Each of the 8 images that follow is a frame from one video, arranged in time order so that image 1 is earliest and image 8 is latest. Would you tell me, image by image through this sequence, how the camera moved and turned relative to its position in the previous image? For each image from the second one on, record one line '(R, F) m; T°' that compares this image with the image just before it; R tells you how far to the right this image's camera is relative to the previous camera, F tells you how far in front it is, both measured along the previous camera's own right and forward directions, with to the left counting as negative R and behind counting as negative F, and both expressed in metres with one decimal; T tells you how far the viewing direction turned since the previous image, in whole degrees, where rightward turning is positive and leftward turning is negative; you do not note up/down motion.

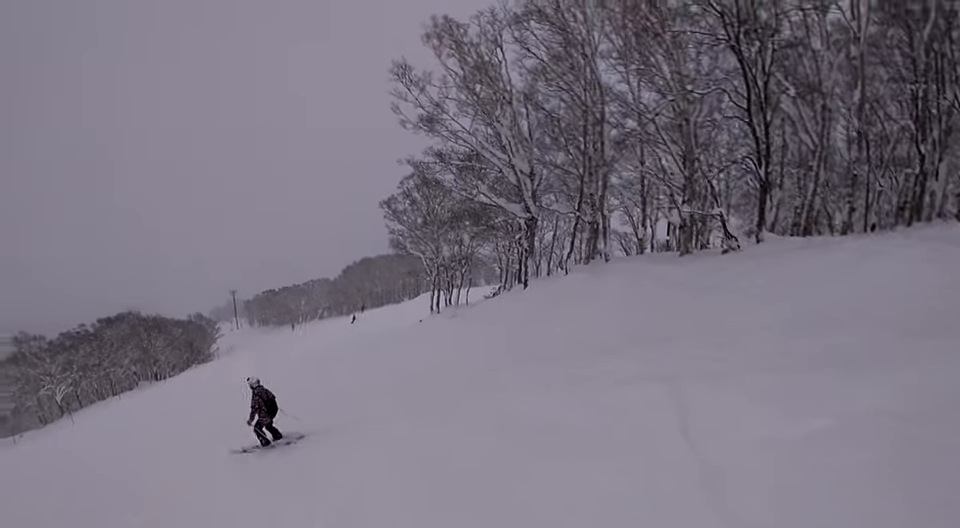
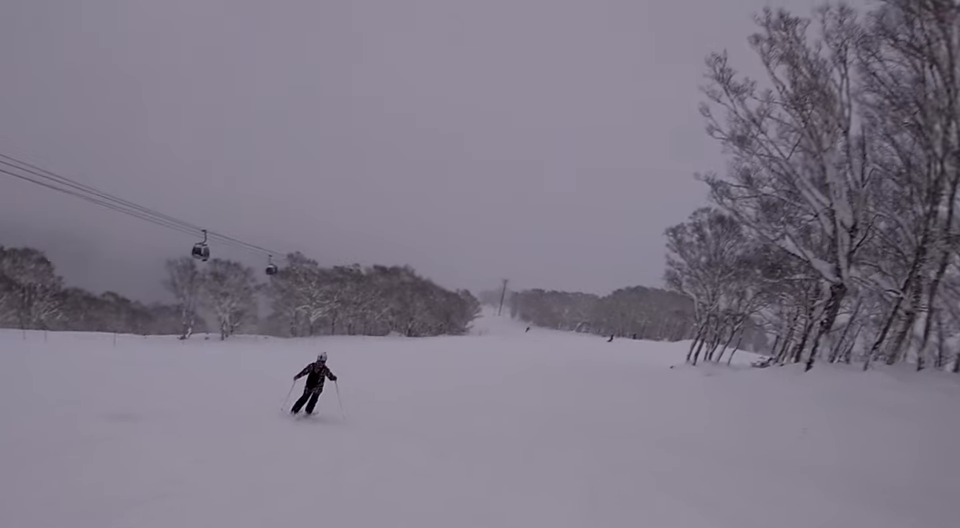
(+1.4, +3.1) m; -1°
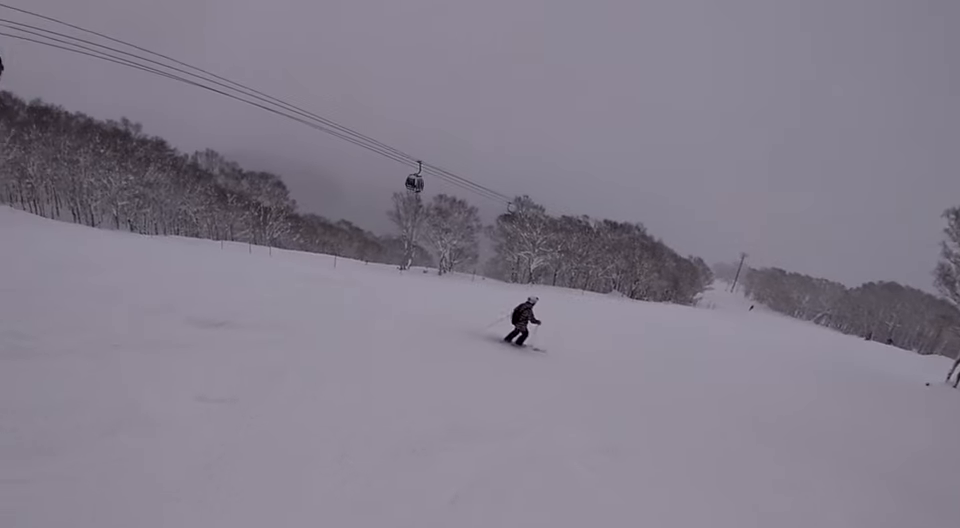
(-1.2, +3.0) m; -15°
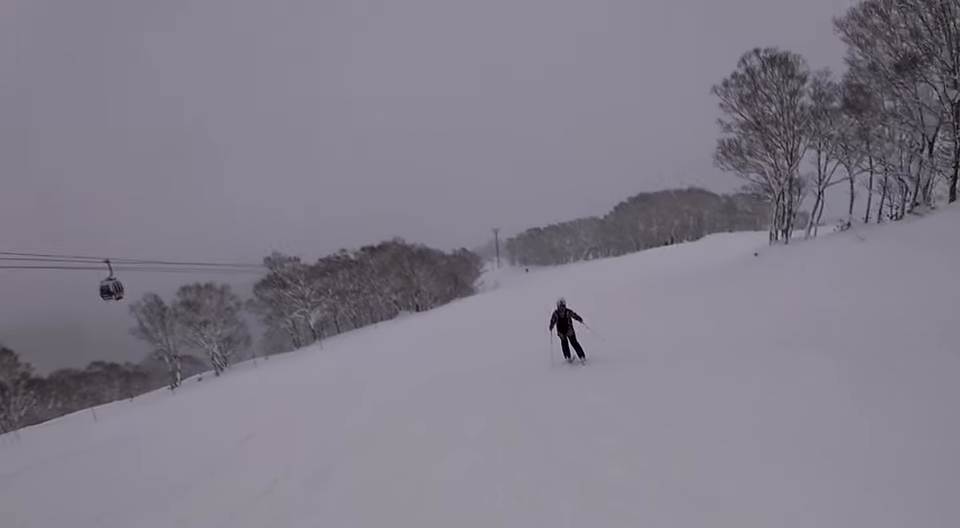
(-0.5, +5.8) m; +10°
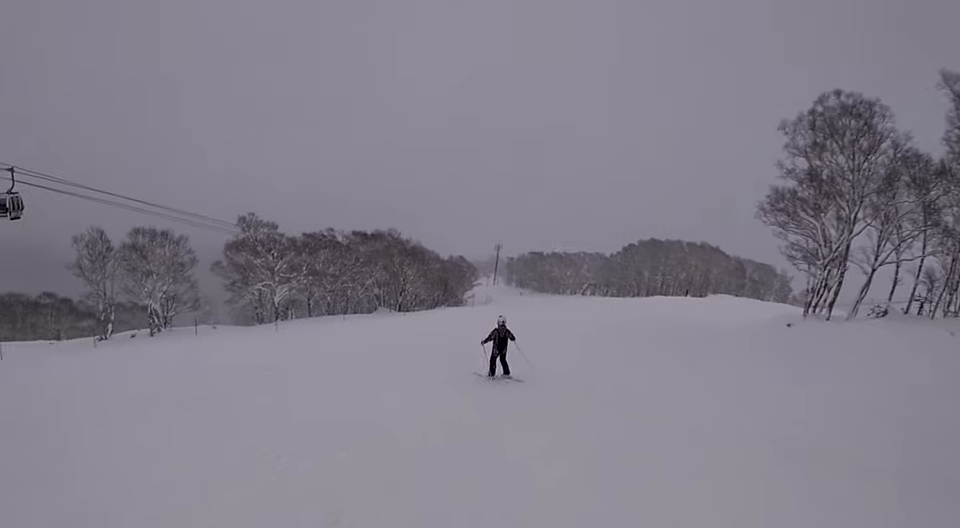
(+0.9, +6.1) m; -1°
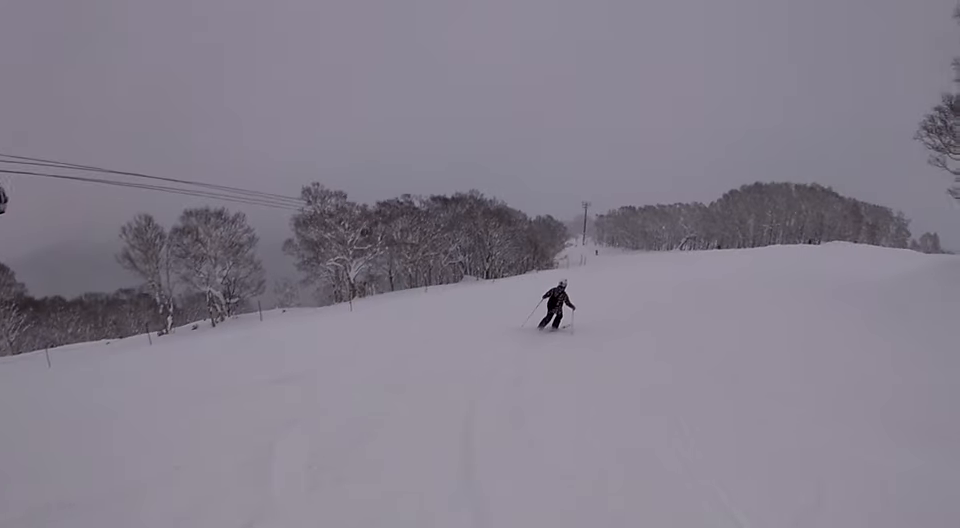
(-0.7, +5.6) m; +4°
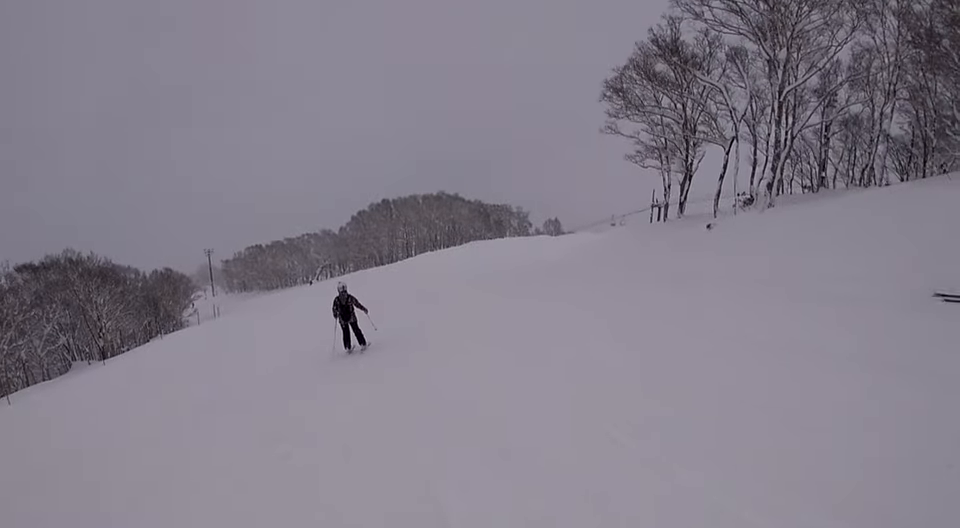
(+2.5, +8.7) m; +20°
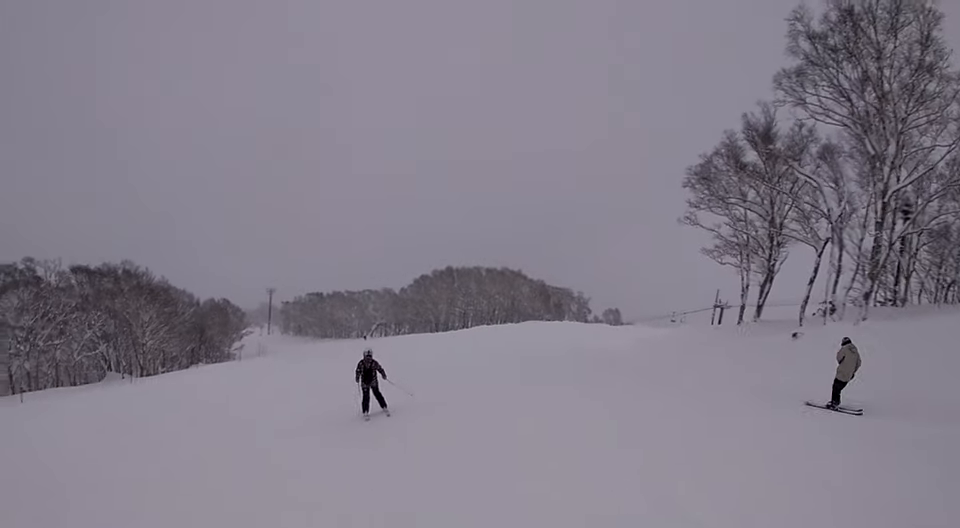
(+0.1, +2.8) m; -11°
